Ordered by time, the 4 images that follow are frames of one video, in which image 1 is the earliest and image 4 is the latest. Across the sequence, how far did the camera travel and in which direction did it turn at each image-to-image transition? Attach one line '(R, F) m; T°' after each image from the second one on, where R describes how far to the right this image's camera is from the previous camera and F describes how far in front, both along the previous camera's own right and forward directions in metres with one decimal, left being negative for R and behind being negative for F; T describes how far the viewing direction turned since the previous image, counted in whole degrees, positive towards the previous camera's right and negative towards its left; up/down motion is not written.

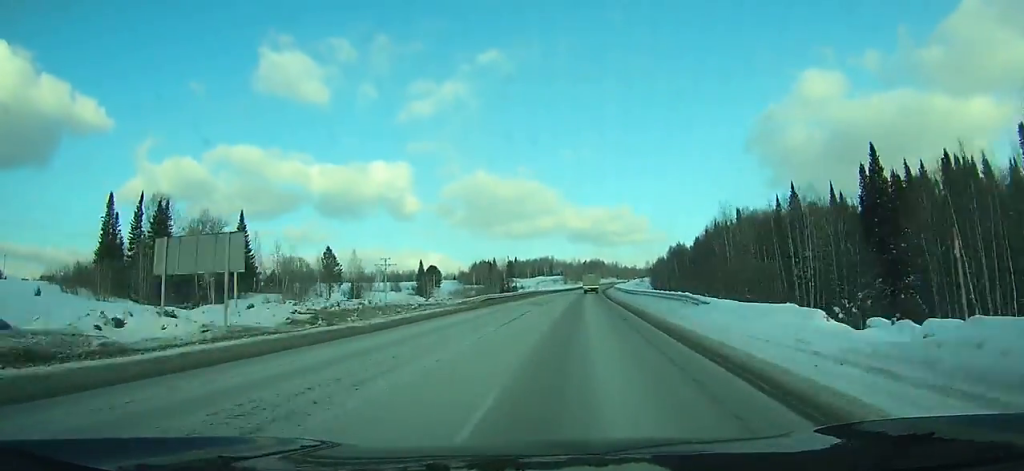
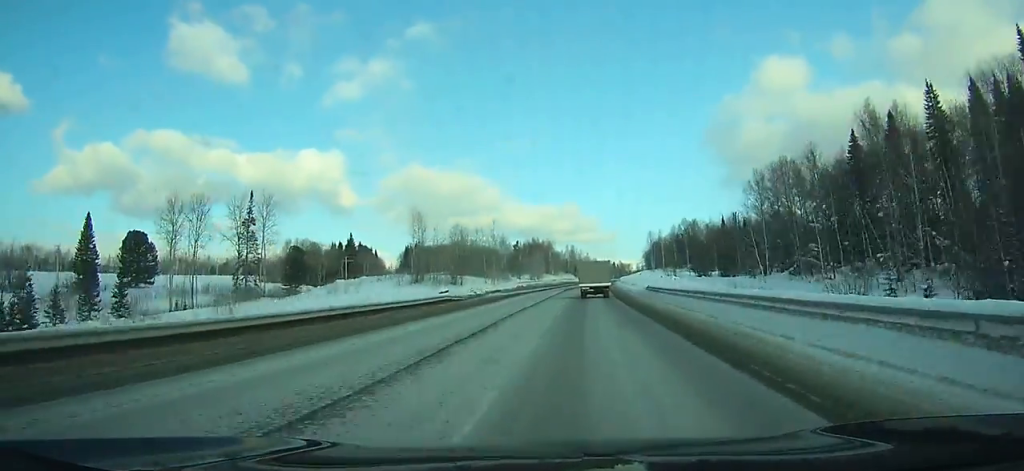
(+6.7, +211.5) m; +4°
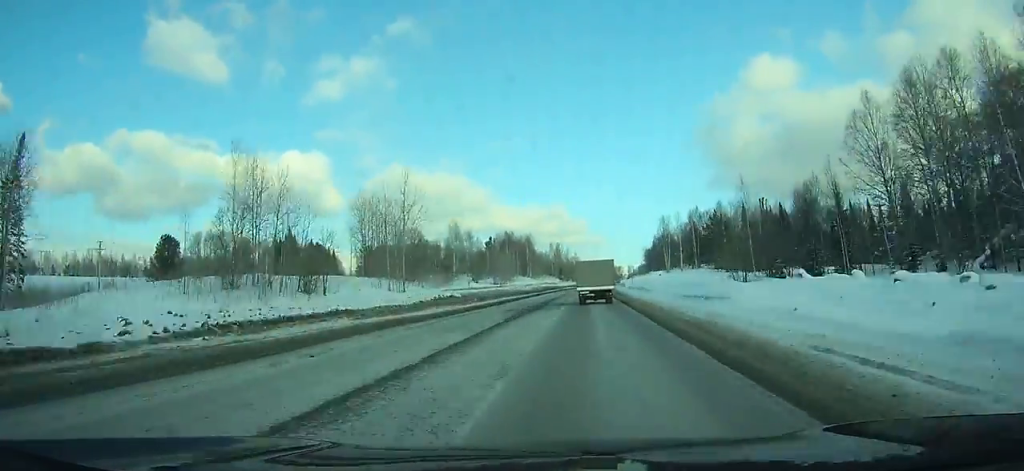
(+0.5, +46.4) m; +1°
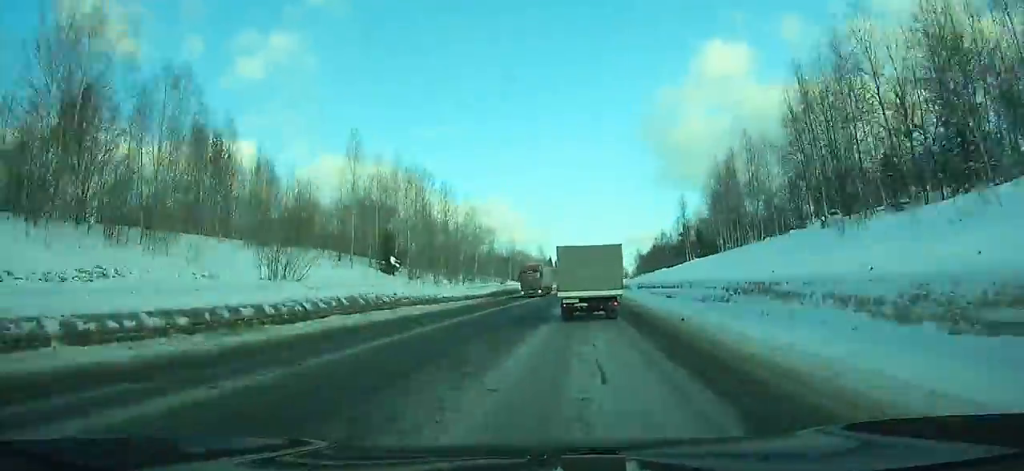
(+7.1, +173.1) m; +5°
